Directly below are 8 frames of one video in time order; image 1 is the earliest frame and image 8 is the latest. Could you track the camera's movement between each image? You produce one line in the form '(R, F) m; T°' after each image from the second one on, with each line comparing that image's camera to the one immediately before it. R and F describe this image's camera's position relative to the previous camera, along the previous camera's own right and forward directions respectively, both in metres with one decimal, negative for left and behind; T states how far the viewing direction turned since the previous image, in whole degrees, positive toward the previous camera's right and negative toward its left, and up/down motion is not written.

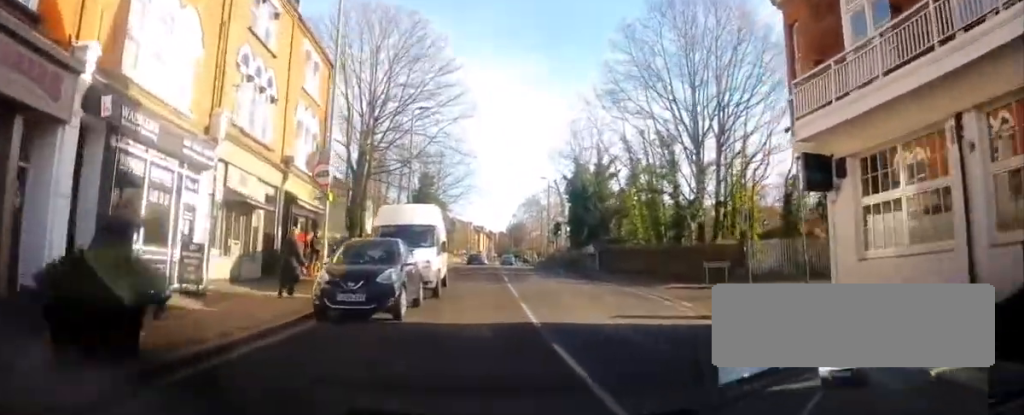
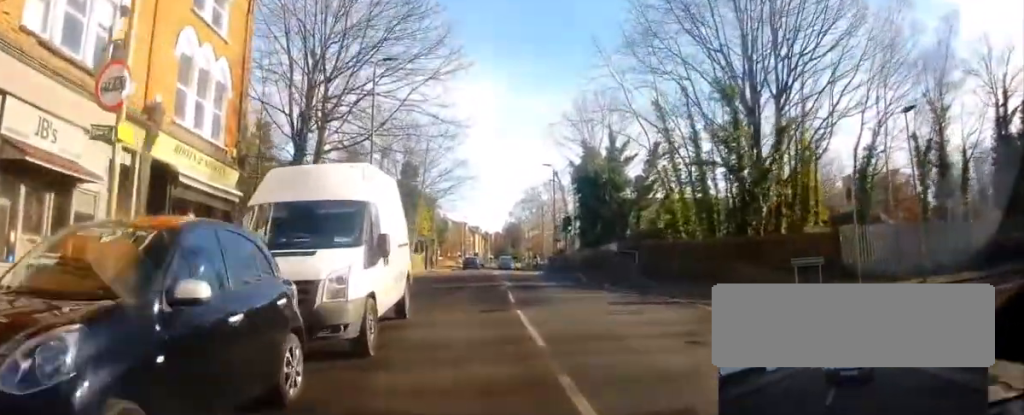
(0.0, +8.9) m; 0°
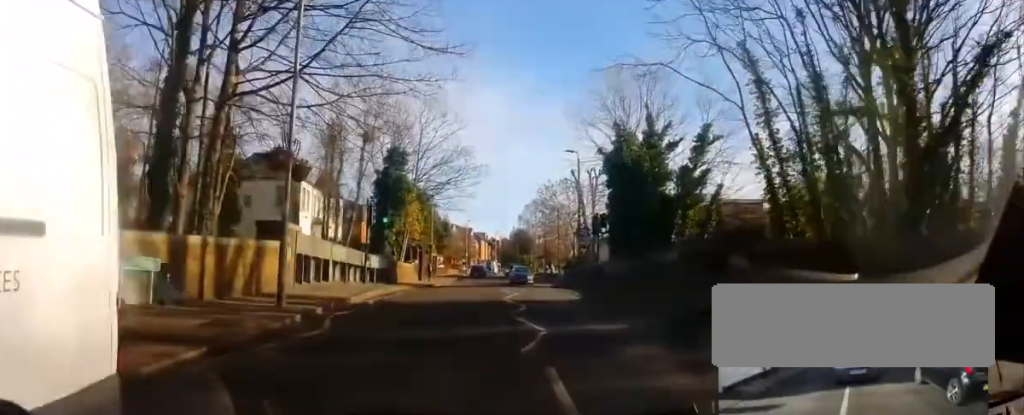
(0.0, +10.1) m; 0°
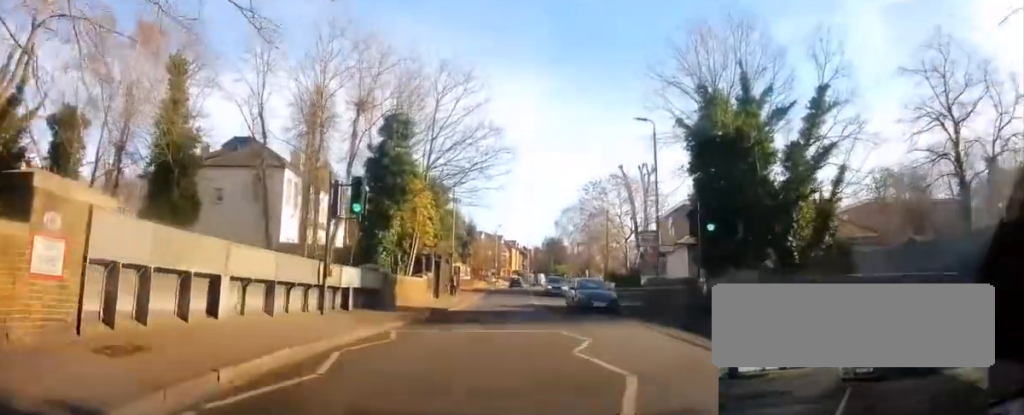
(-0.4, +11.4) m; -3°
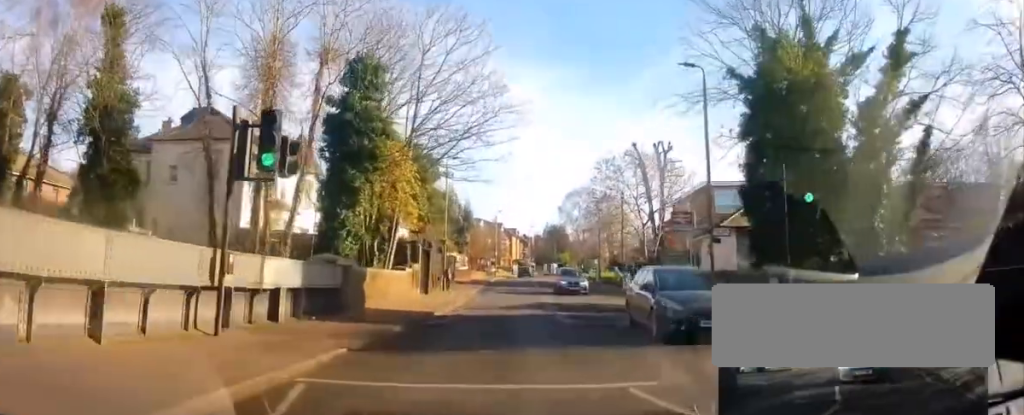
(-0.2, +6.7) m; +1°
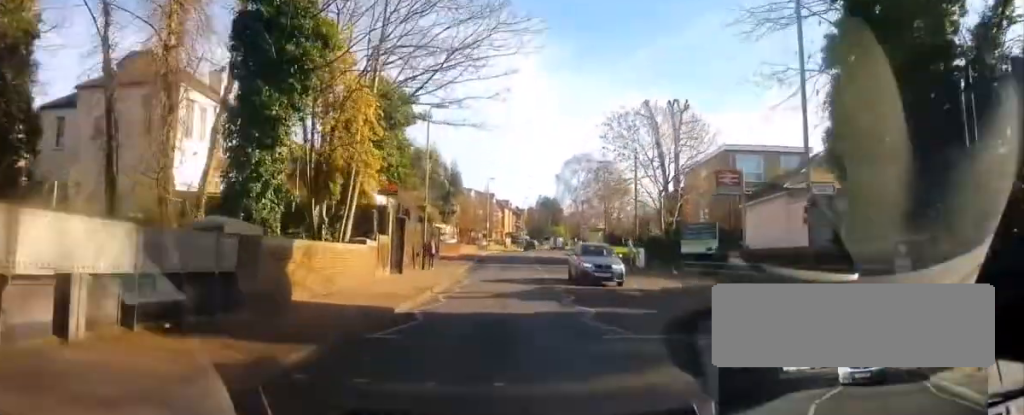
(+0.4, +6.7) m; +3°
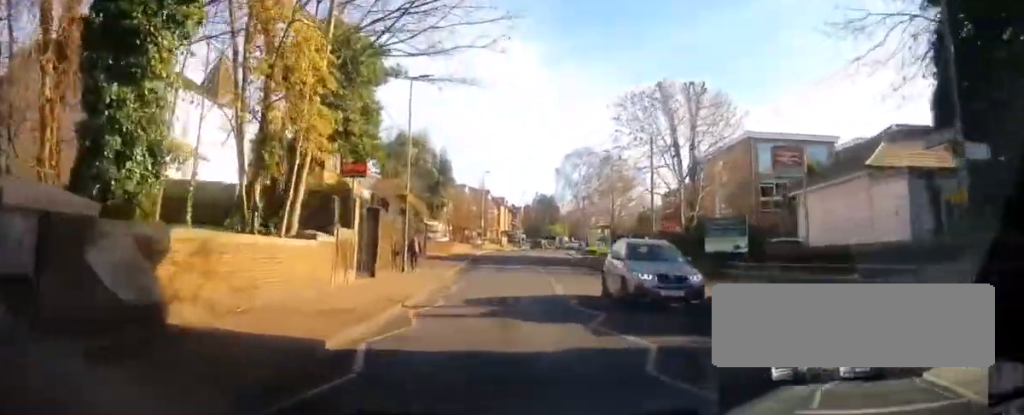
(0.0, +5.0) m; 0°
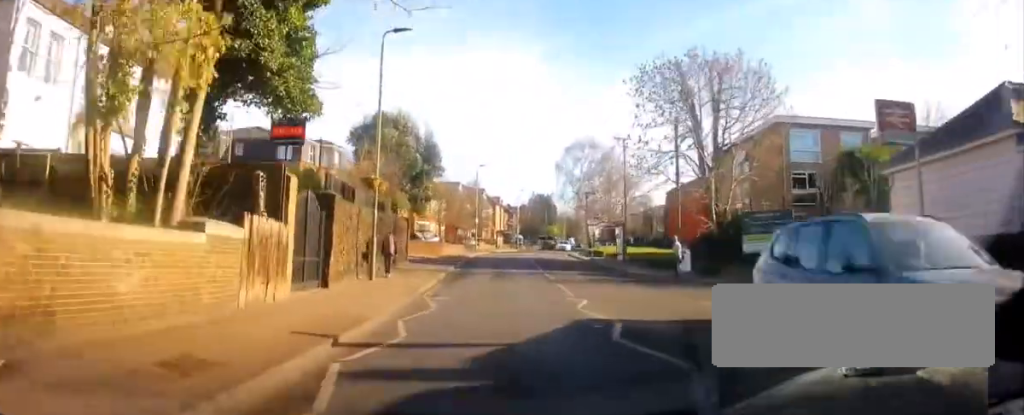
(0.0, +5.4) m; -1°
